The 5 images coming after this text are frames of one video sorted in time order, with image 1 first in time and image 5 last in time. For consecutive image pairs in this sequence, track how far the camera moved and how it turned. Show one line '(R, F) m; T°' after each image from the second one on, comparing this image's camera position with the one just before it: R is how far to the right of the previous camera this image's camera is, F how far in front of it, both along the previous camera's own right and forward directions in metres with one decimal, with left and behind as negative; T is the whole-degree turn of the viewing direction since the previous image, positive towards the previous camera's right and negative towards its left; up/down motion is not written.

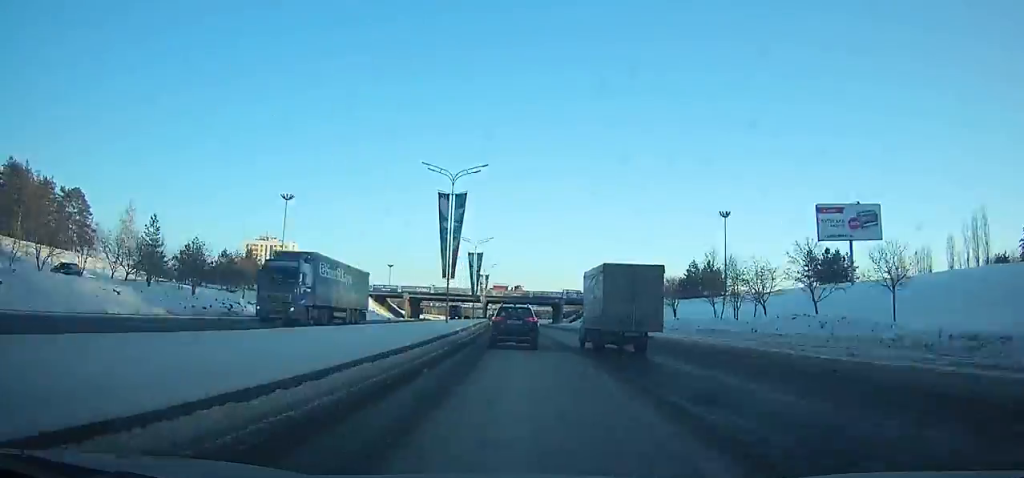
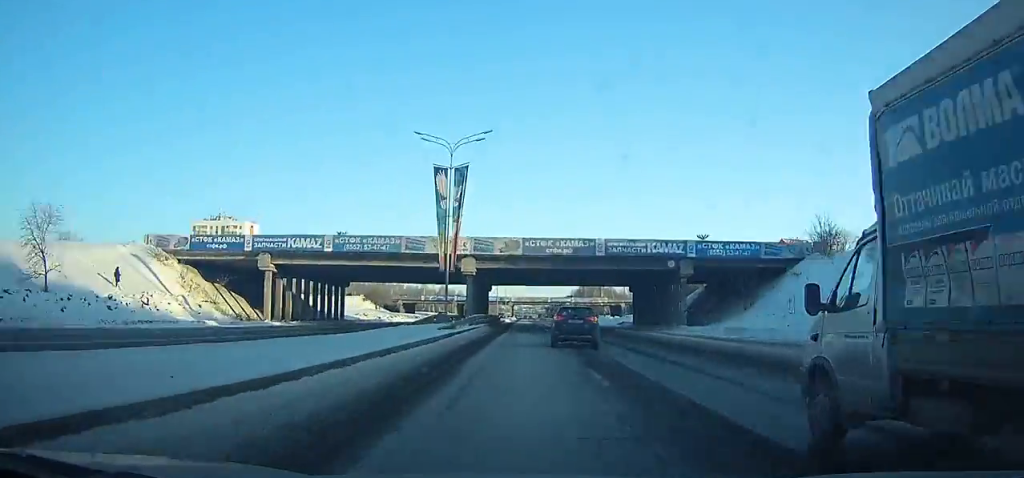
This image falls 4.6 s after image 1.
(-3.3, +88.0) m; -2°
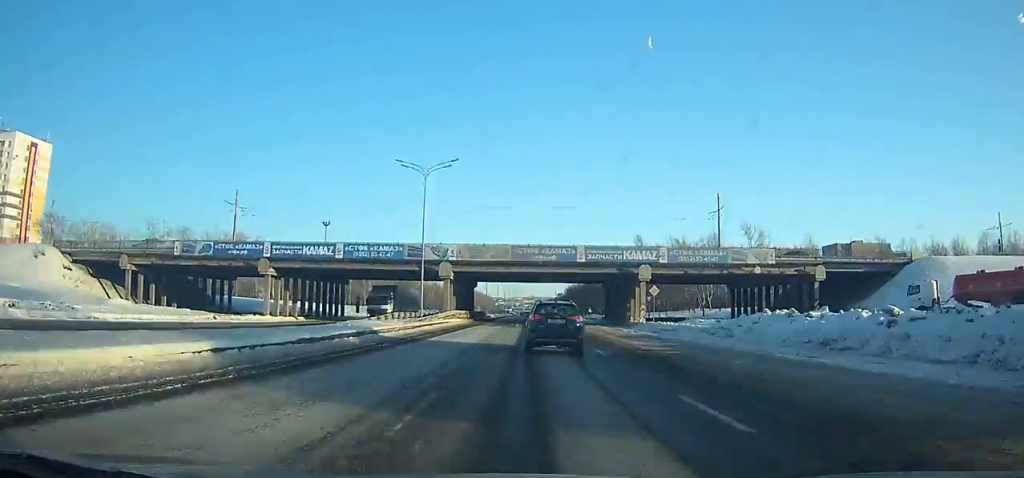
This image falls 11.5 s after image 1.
(+0.4, +134.4) m; -1°
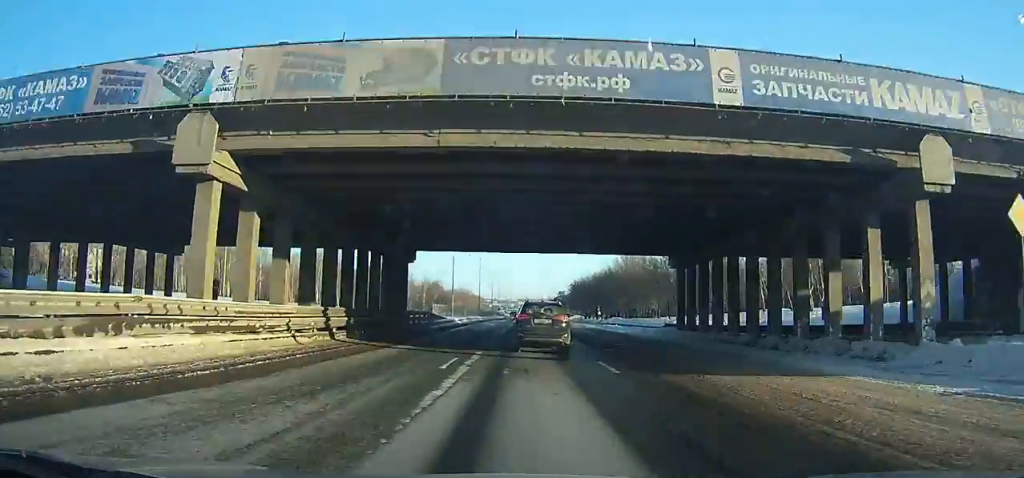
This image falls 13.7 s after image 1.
(-0.1, +41.7) m; 0°
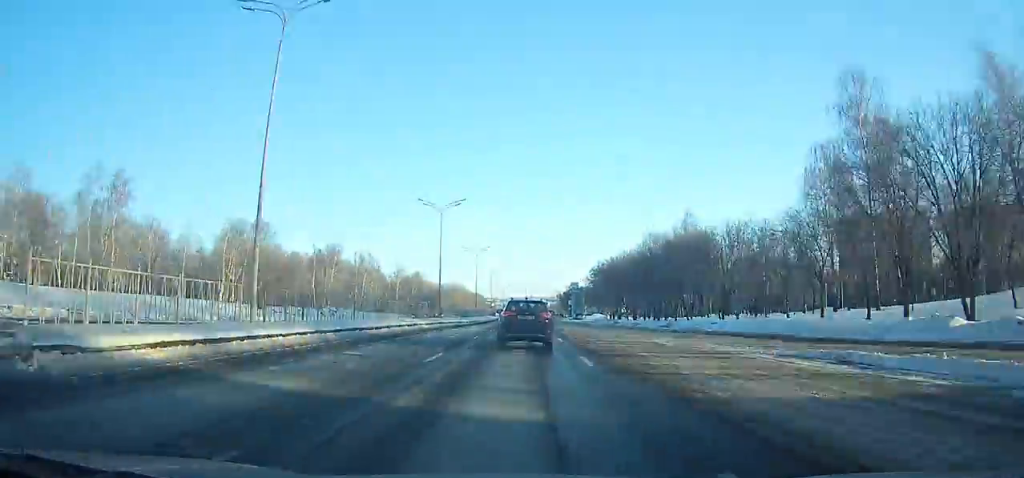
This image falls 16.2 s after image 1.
(-0.1, +46.6) m; 0°
